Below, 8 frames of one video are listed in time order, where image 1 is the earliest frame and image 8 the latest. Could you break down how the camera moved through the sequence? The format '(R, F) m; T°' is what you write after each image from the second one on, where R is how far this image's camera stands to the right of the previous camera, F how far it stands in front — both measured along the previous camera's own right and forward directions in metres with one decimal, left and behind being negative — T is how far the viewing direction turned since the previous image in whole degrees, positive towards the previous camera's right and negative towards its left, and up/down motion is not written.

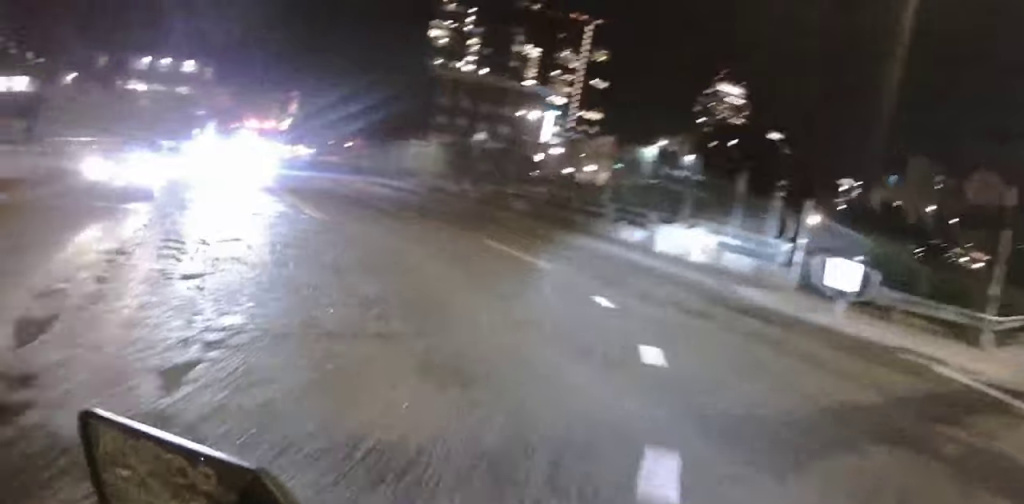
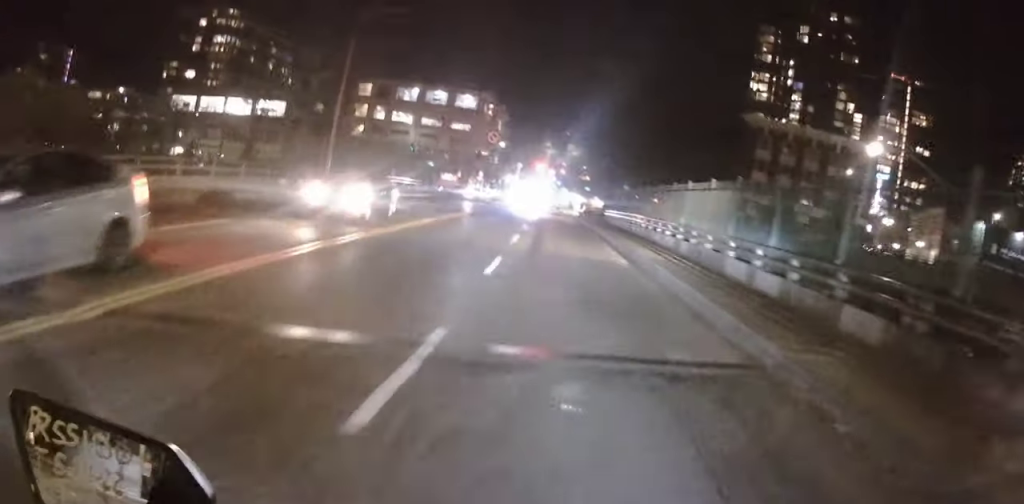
(-2.5, +14.9) m; -27°
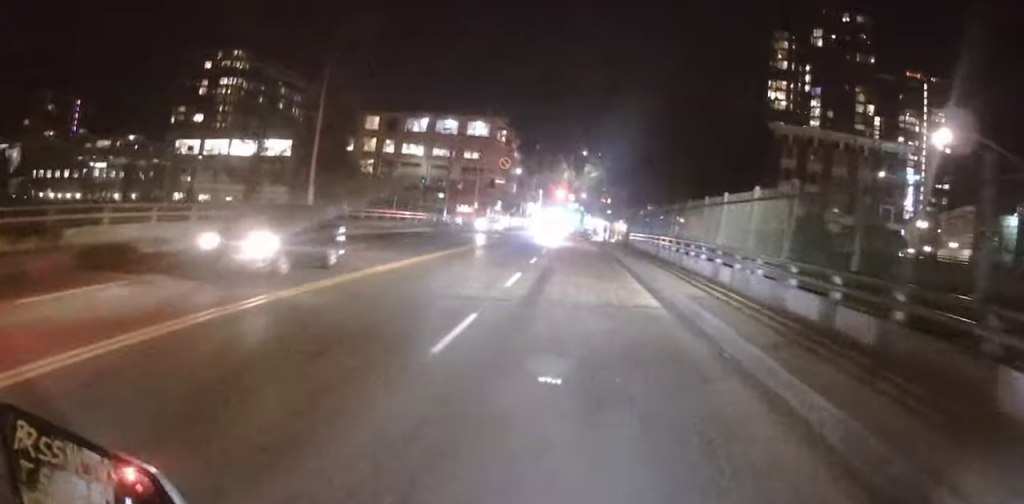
(-0.1, +3.6) m; -10°
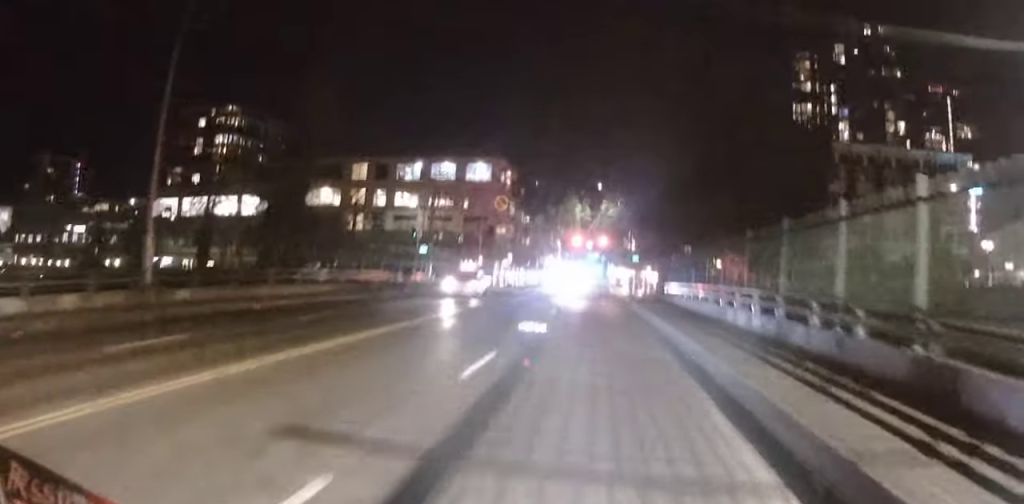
(-3.2, +10.1) m; -25°
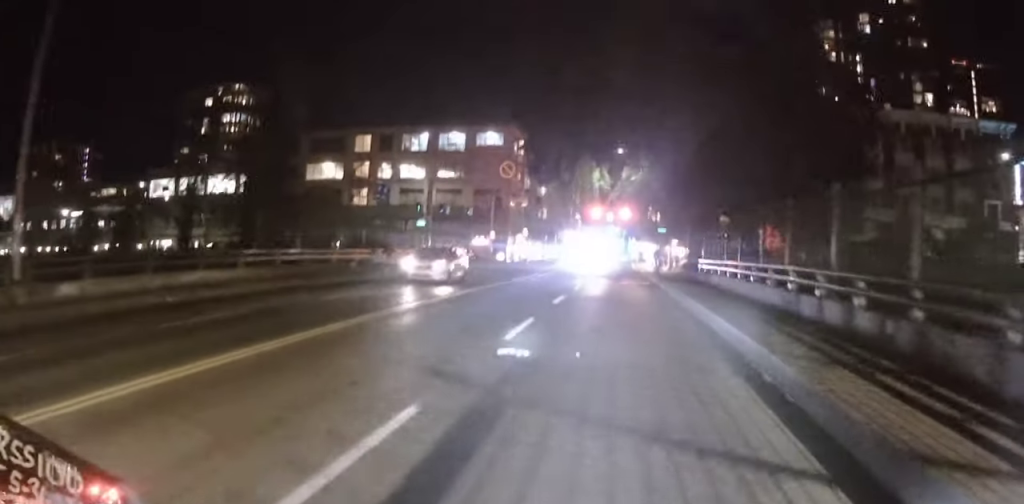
(-0.2, +5.3) m; -6°
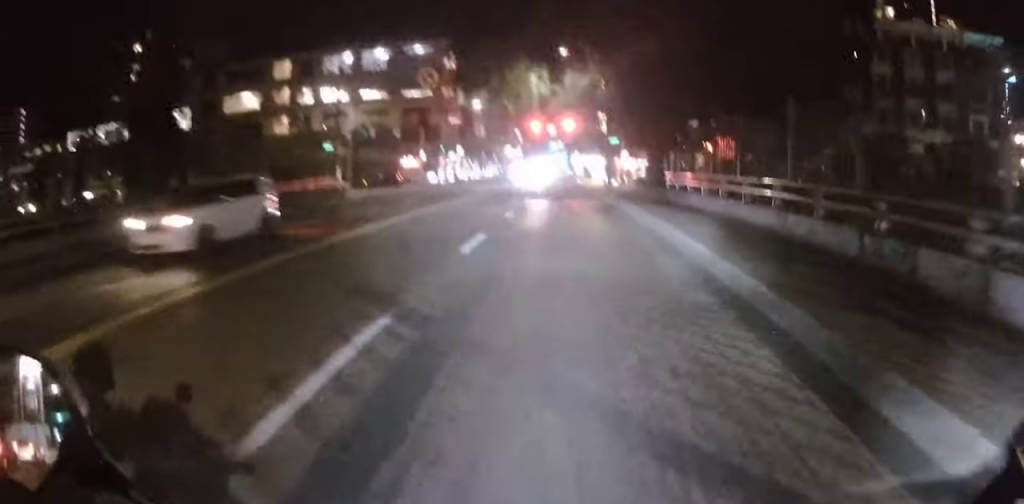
(-0.5, +7.5) m; -5°
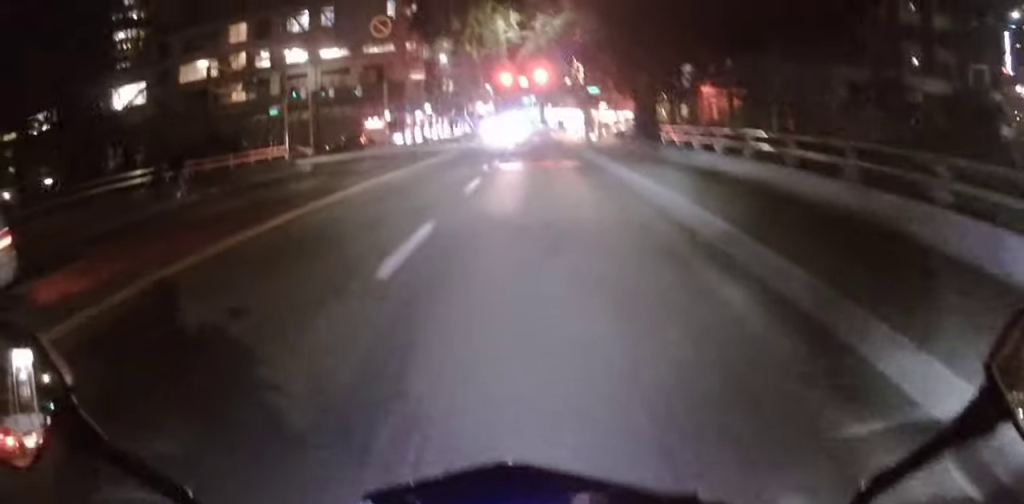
(-0.2, +4.8) m; -4°
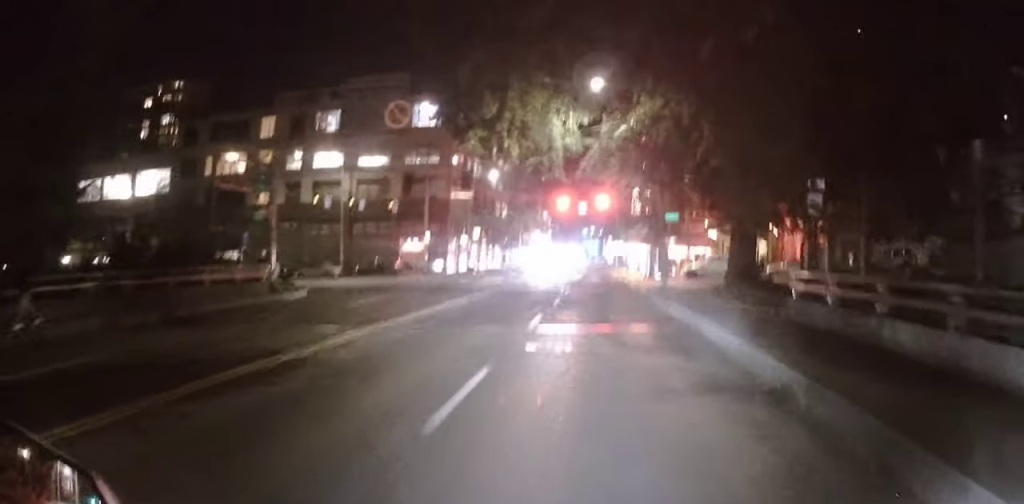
(-0.7, +9.4) m; -6°
